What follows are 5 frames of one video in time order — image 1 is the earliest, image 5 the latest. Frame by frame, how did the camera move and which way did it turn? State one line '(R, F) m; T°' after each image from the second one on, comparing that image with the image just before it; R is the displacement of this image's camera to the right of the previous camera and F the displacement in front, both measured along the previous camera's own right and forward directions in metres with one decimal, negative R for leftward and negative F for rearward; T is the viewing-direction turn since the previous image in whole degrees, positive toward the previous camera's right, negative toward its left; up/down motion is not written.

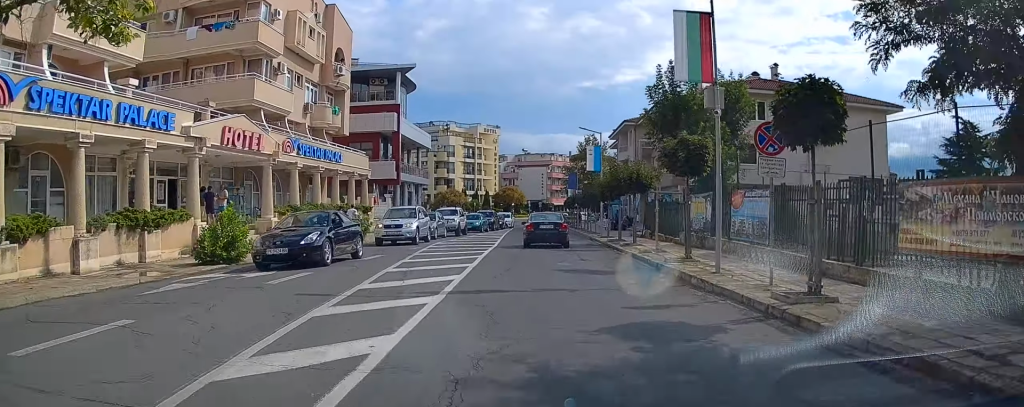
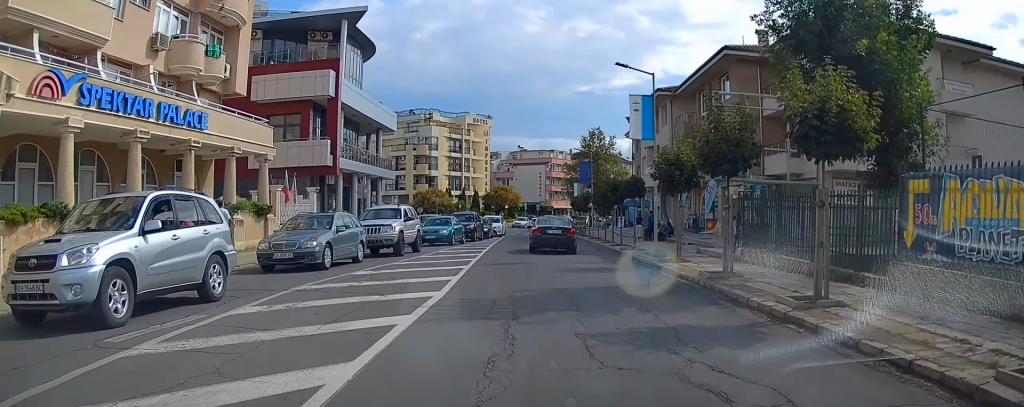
(-0.5, +17.0) m; +1°
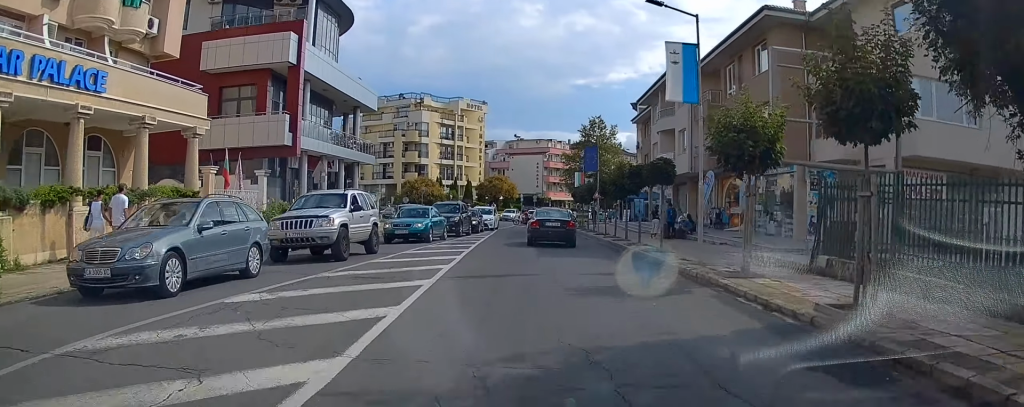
(+0.5, +5.9) m; +1°
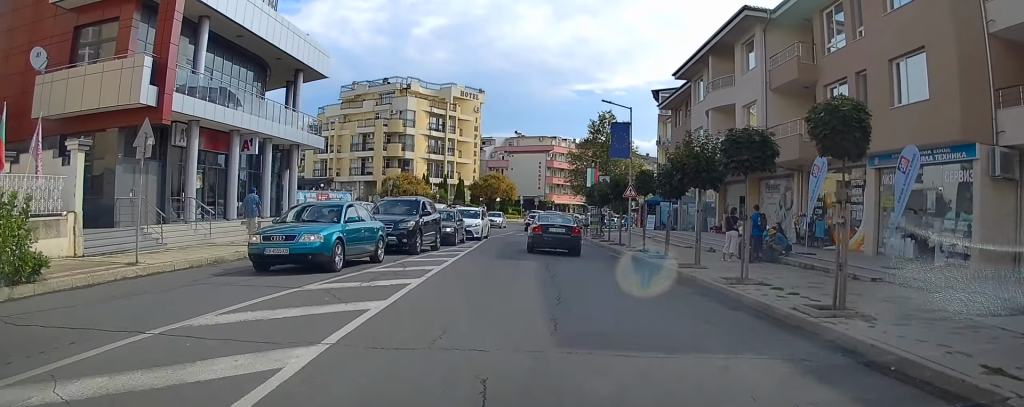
(-0.3, +11.6) m; 0°
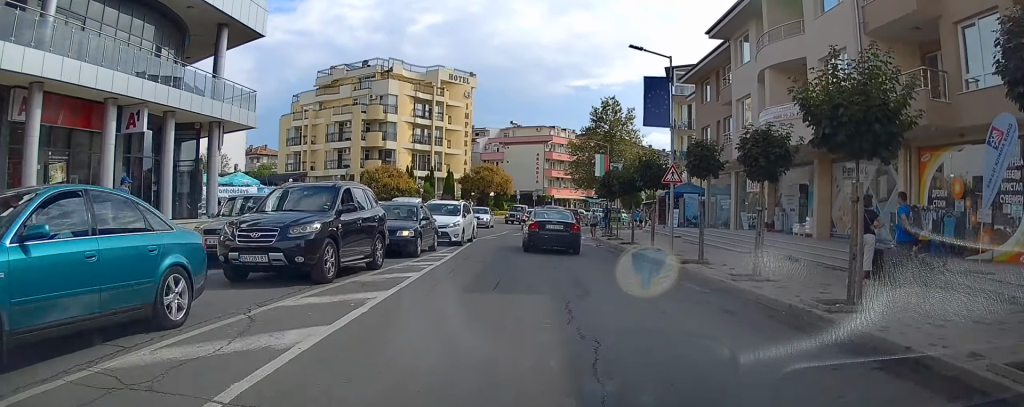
(+0.3, +7.8) m; +2°
